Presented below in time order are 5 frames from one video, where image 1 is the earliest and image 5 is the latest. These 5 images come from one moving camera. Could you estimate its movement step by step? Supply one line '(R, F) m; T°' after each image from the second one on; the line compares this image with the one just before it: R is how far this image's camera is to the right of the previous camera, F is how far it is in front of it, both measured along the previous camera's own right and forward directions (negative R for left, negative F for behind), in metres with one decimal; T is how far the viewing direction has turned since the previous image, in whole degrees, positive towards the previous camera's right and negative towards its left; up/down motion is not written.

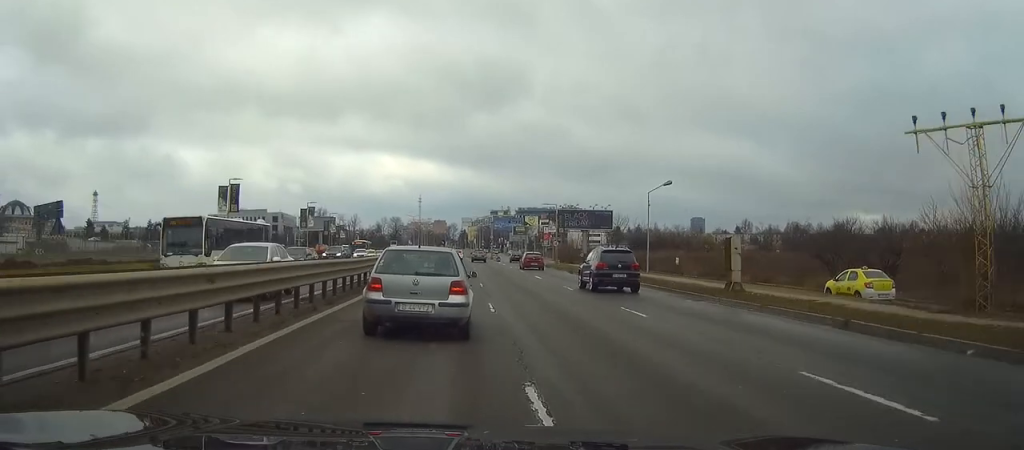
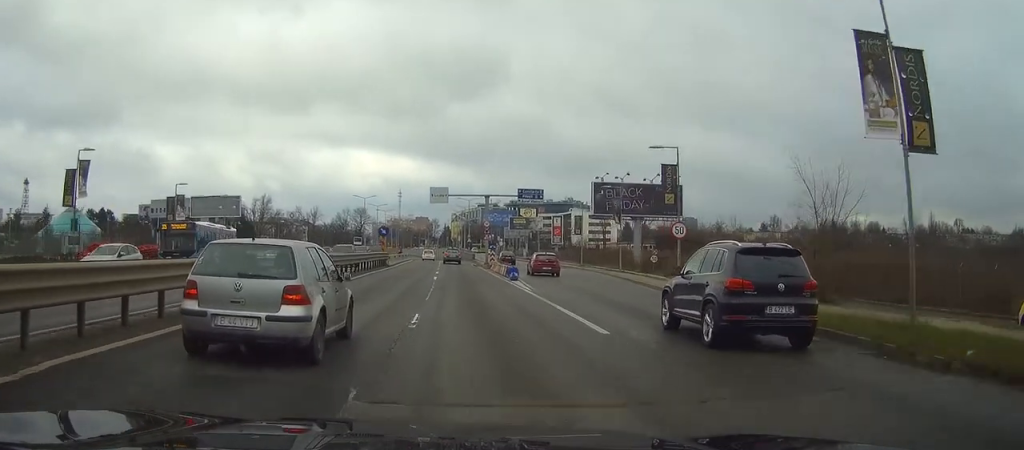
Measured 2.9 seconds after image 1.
(+0.5, +53.6) m; +1°
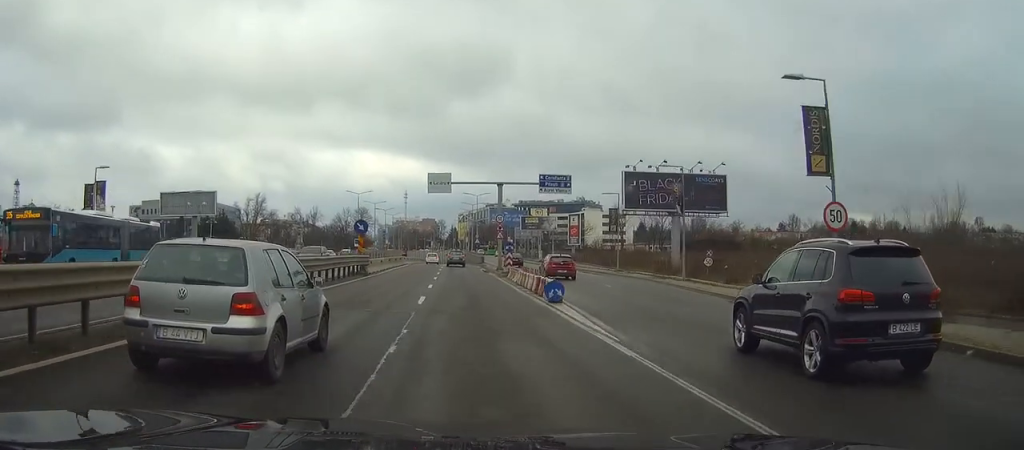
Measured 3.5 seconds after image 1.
(0.0, +13.8) m; 0°
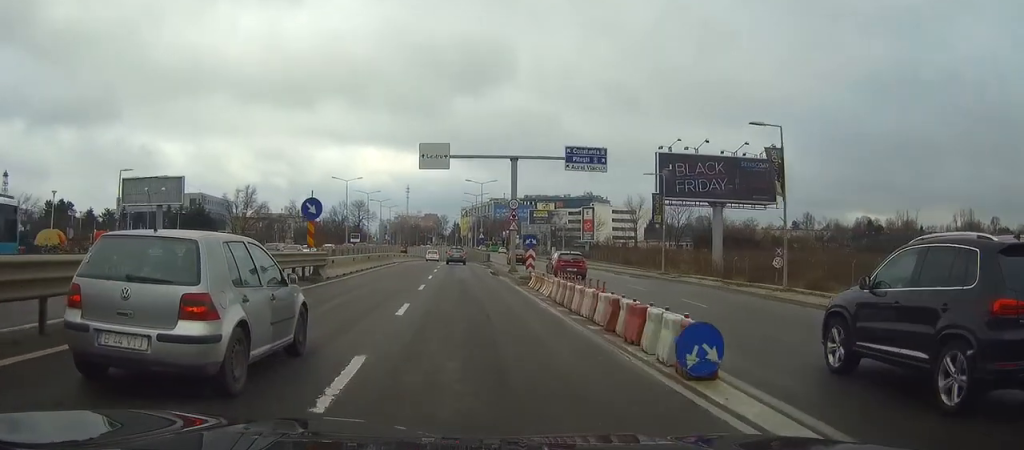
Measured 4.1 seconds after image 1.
(0.0, +12.5) m; 0°
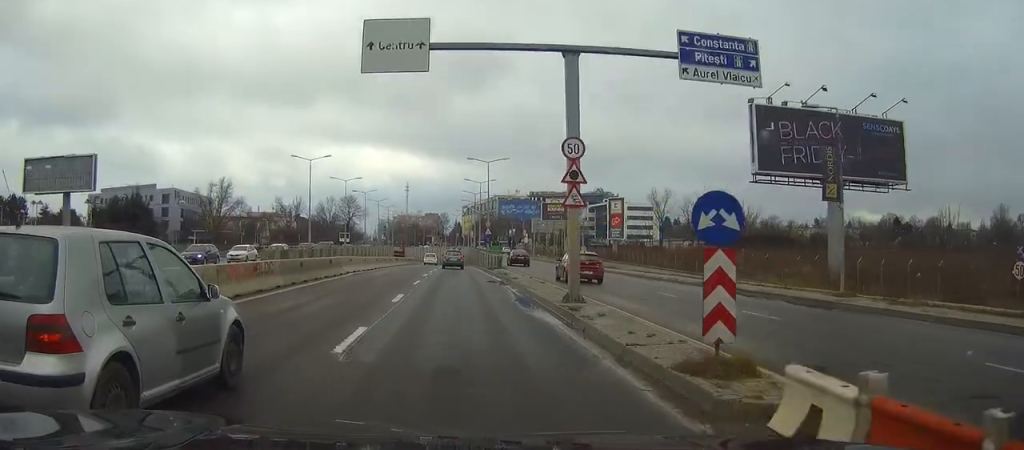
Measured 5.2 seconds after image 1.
(-0.2, +22.6) m; -1°
